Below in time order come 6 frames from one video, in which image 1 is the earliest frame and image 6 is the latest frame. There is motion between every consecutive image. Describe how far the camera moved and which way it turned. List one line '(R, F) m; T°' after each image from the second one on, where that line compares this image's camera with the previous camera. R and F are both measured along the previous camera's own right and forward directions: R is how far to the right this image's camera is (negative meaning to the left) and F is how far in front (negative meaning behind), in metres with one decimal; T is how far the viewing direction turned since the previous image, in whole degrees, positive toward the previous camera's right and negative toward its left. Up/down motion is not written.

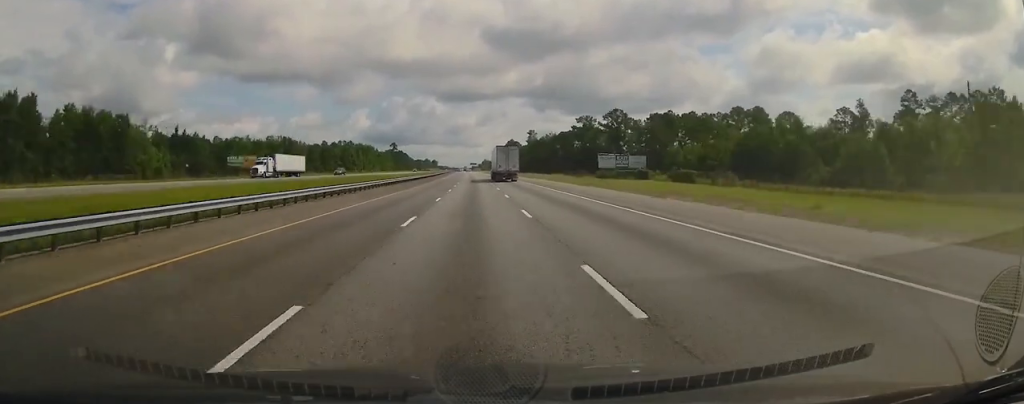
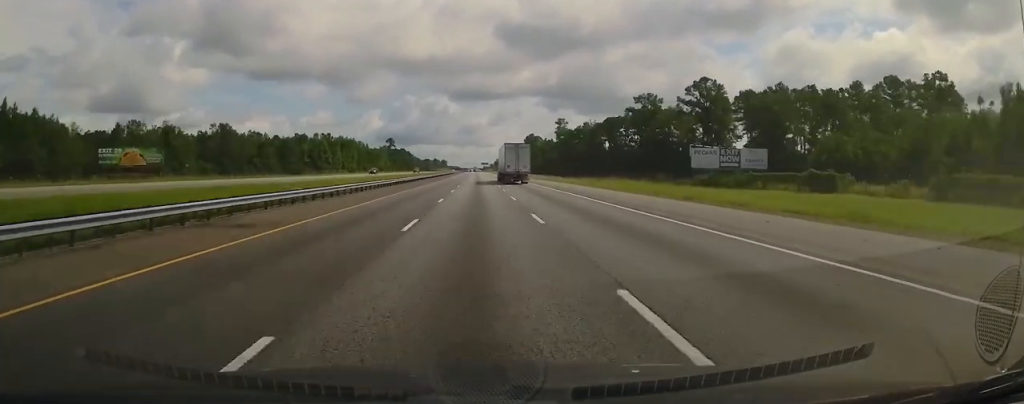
(-1.4, +74.6) m; -1°
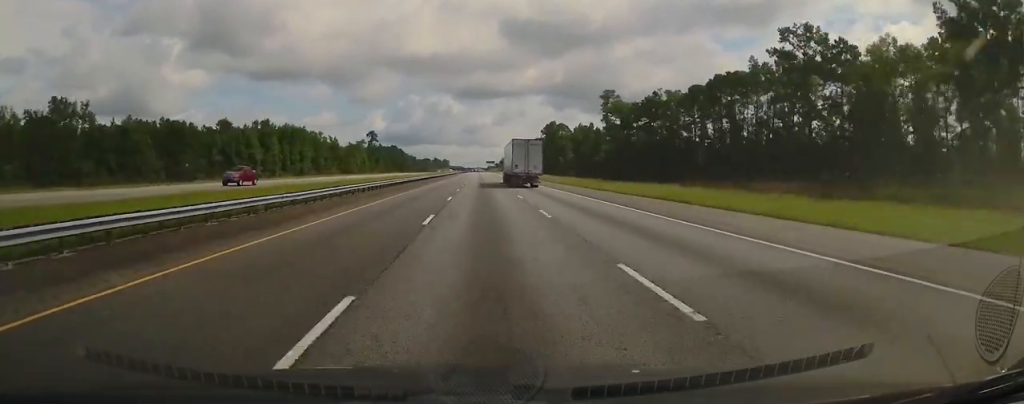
(+0.1, +83.6) m; 0°
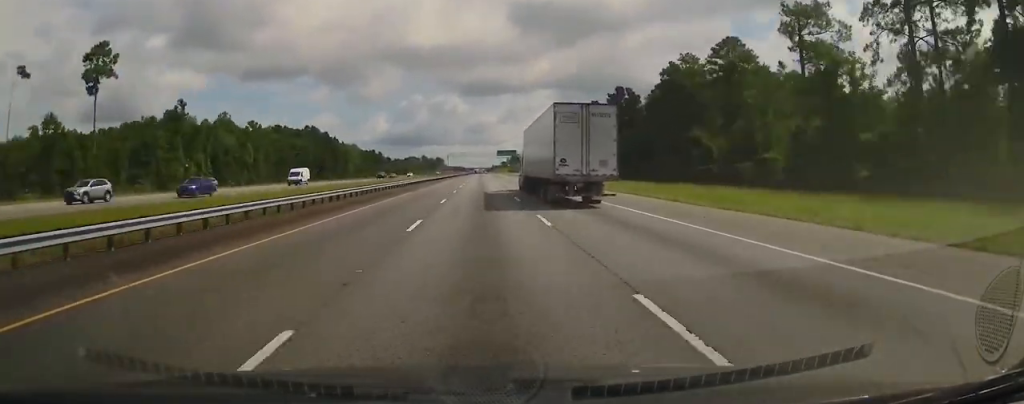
(-0.2, +246.5) m; 0°
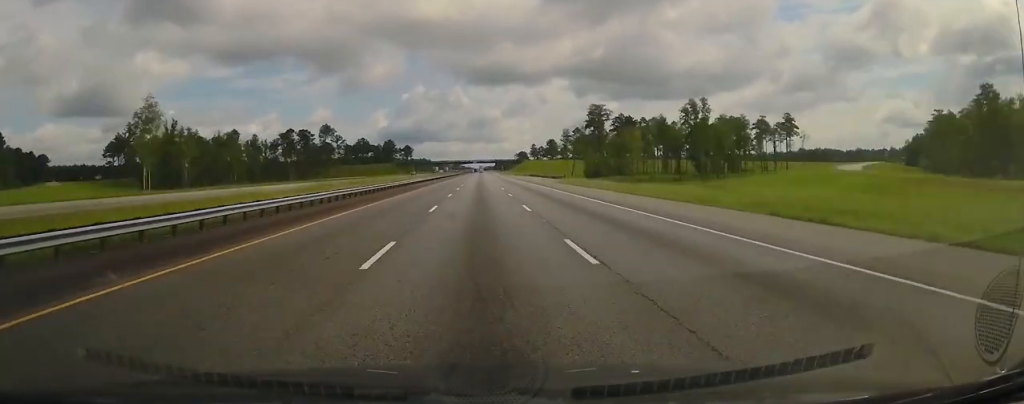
(+1.4, +471.1) m; 0°
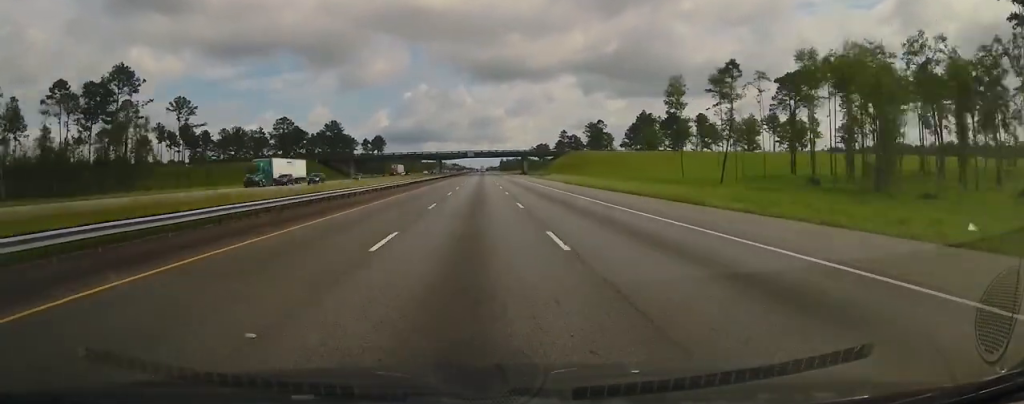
(+1.6, +168.6) m; 0°
